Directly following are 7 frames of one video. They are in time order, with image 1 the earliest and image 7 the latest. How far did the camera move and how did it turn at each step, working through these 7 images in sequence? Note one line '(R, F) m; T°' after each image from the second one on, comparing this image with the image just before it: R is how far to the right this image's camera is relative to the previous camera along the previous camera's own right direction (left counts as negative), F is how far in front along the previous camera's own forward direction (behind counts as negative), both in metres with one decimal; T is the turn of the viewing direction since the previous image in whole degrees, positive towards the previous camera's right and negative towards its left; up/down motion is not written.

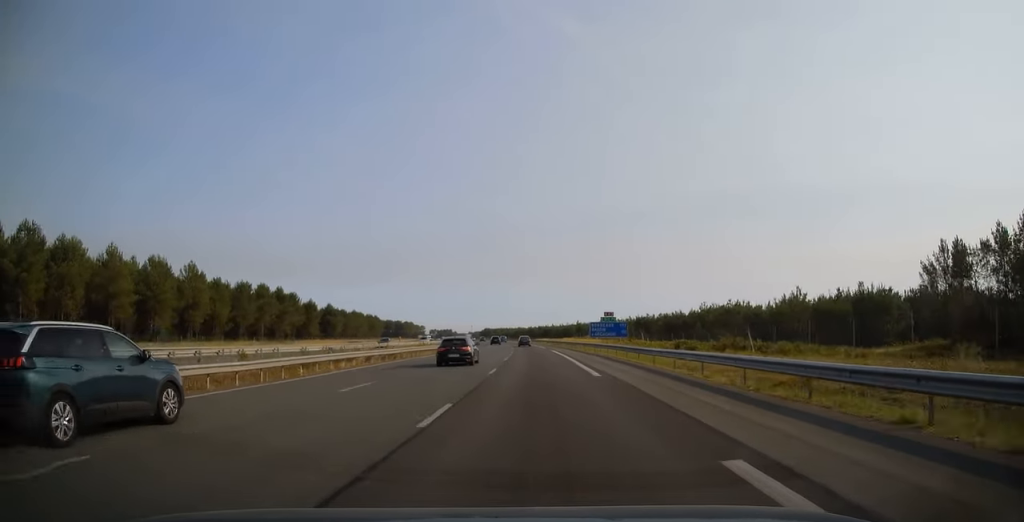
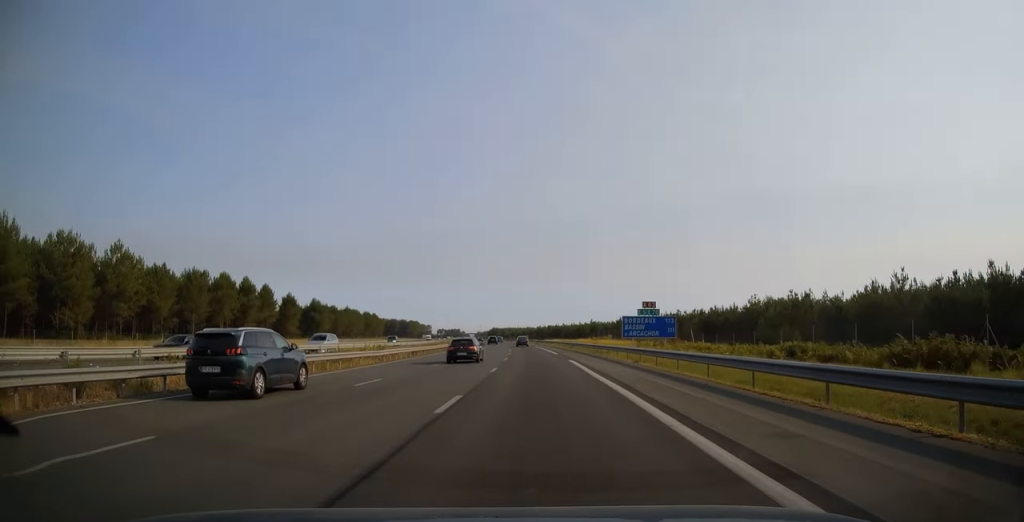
(-0.1, +24.5) m; -1°
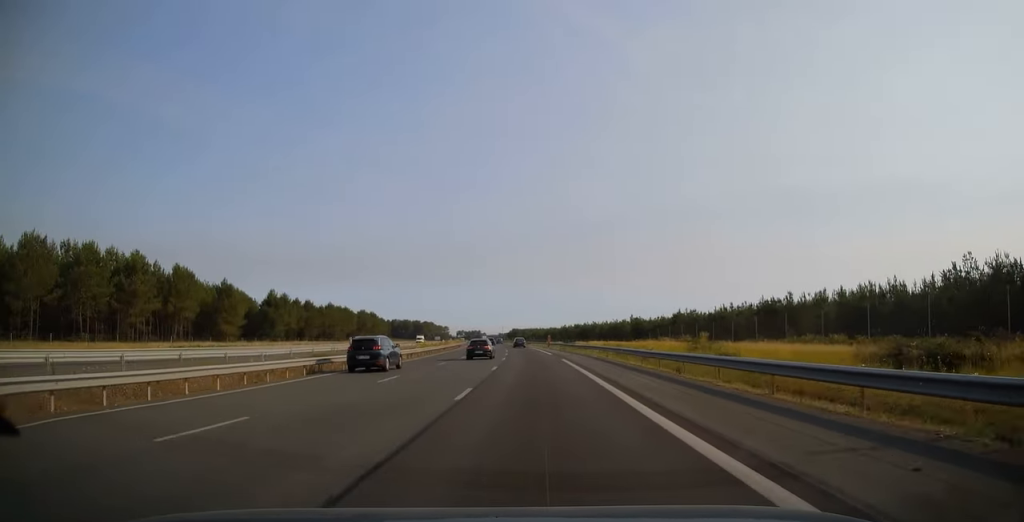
(-0.8, +49.1) m; -2°
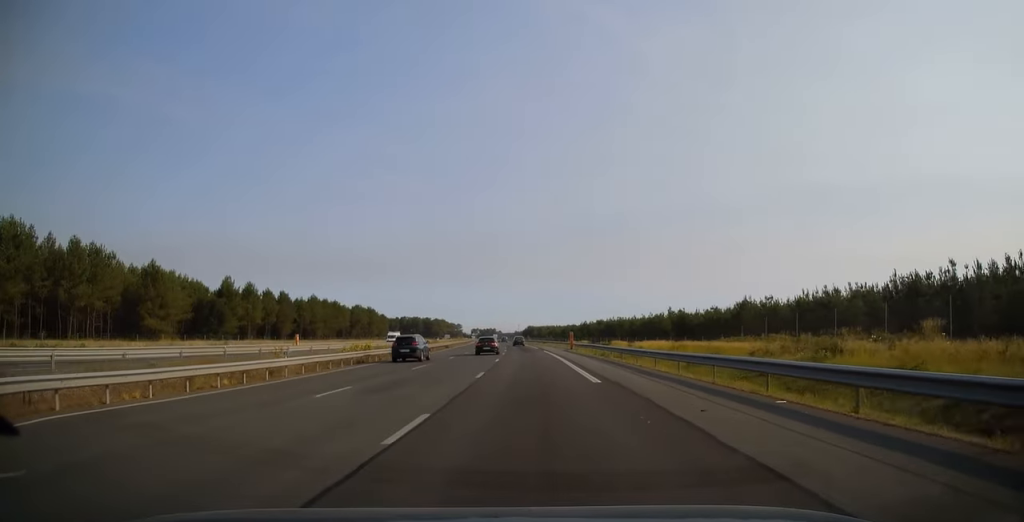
(-0.5, +31.7) m; -2°
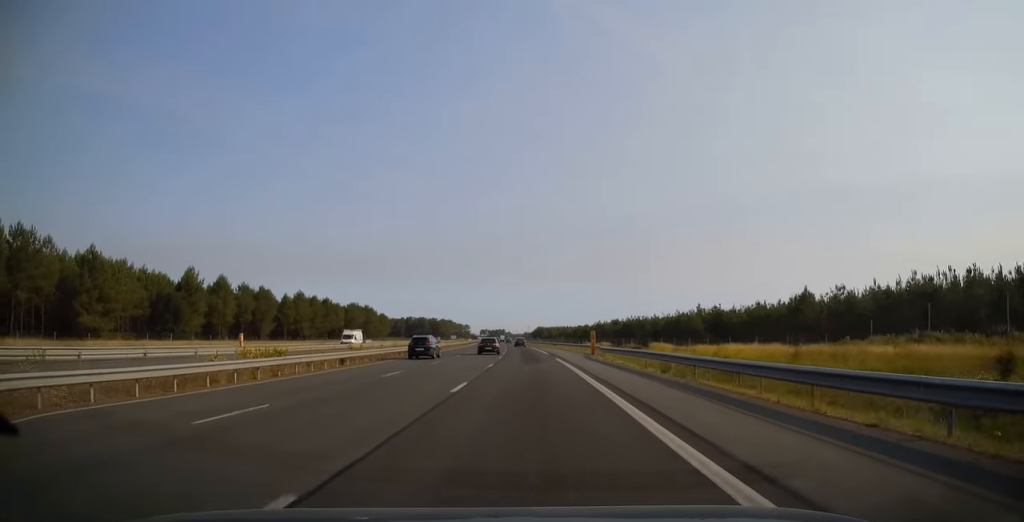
(-0.2, +18.6) m; -1°
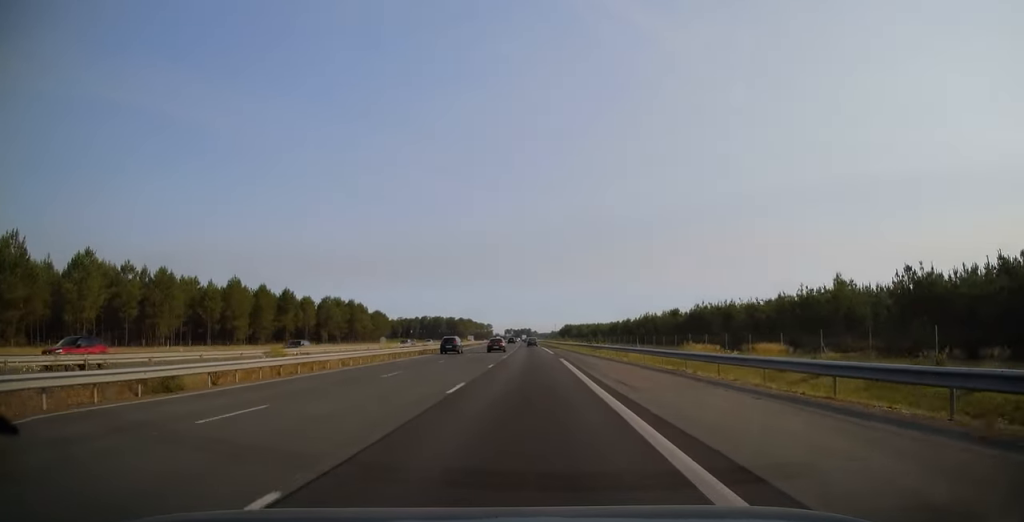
(-1.0, +52.2) m; -2°
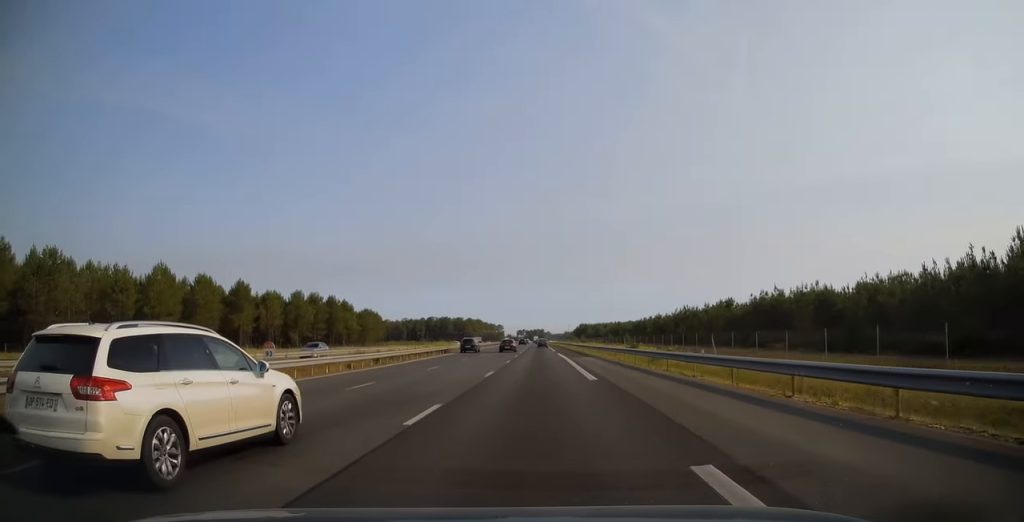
(-0.3, +31.6) m; -1°
